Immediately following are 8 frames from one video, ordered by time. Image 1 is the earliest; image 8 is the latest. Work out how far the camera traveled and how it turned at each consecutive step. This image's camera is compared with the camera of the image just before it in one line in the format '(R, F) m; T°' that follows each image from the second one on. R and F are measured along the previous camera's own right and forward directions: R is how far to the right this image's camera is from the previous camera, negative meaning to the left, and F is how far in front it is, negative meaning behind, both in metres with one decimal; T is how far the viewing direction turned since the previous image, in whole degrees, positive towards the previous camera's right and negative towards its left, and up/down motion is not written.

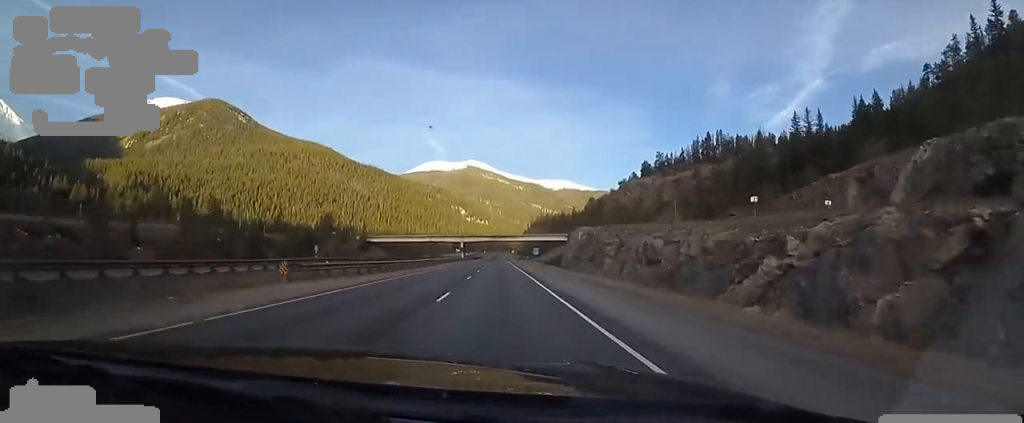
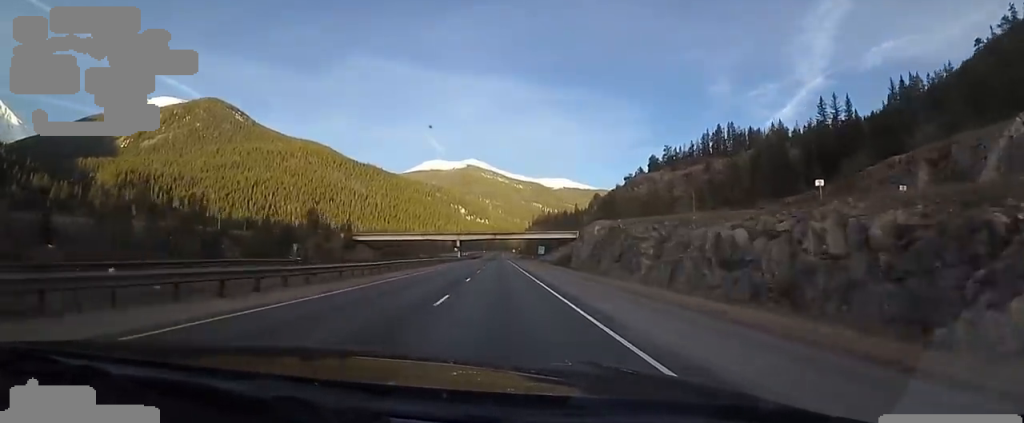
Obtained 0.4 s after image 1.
(-0.1, +13.5) m; 0°
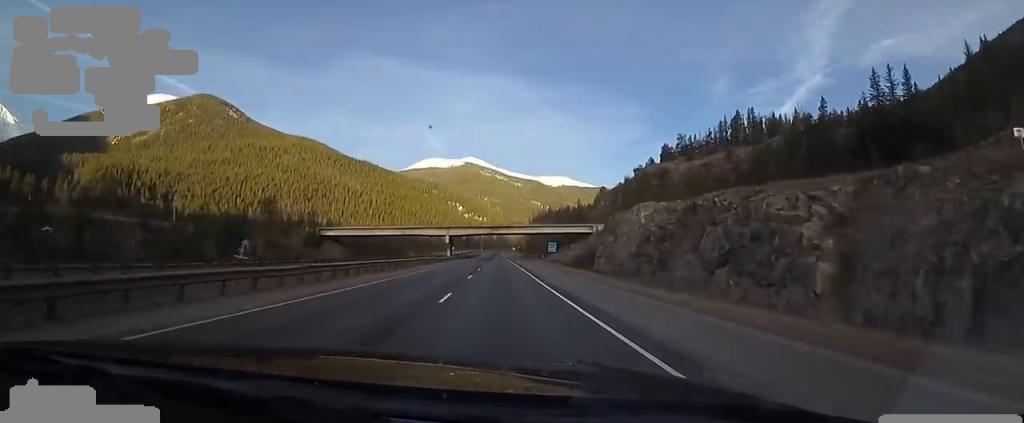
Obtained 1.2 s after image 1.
(+0.2, +23.1) m; 0°
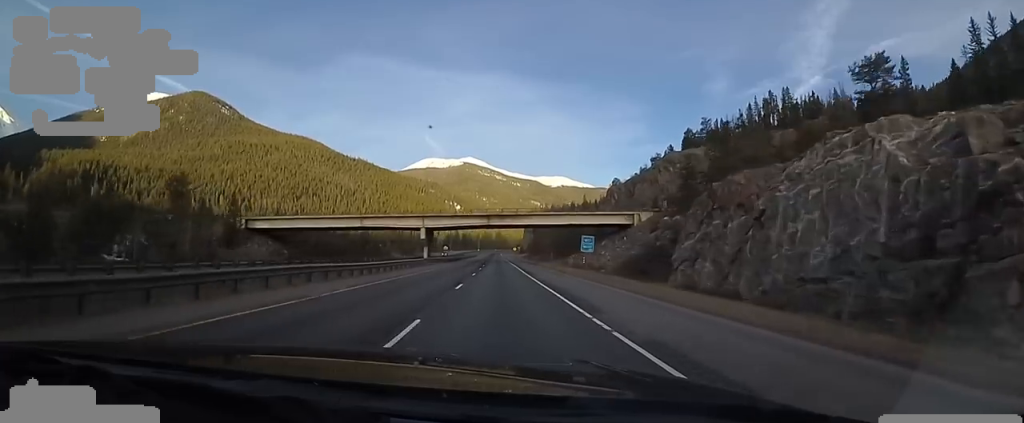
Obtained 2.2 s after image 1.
(+0.1, +31.6) m; +2°
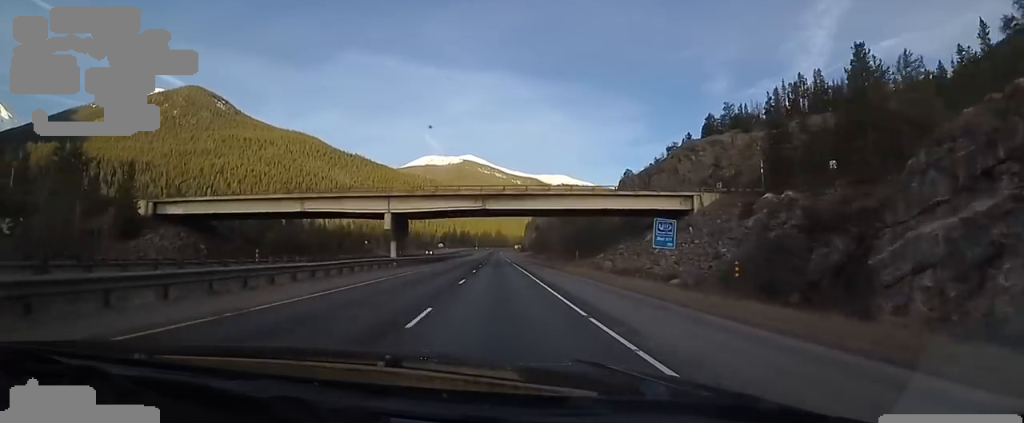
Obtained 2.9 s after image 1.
(+0.6, +22.0) m; 0°
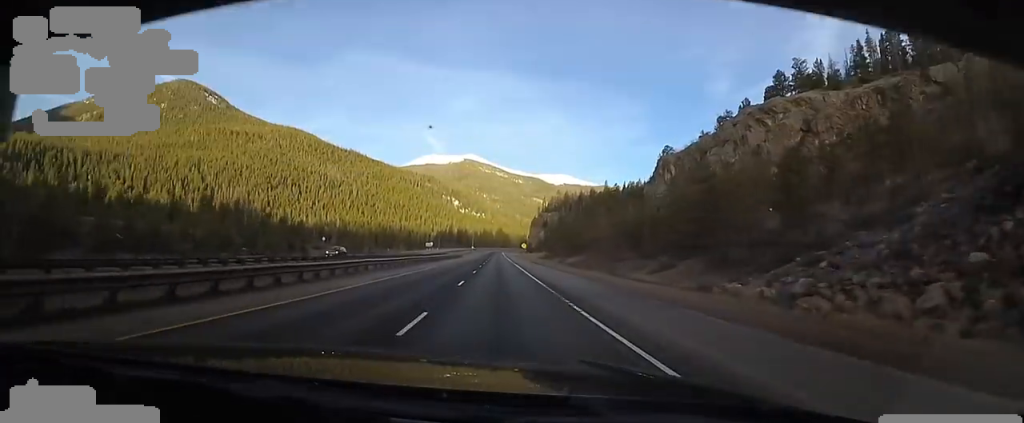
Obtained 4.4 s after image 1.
(-1.2, +48.9) m; -3°
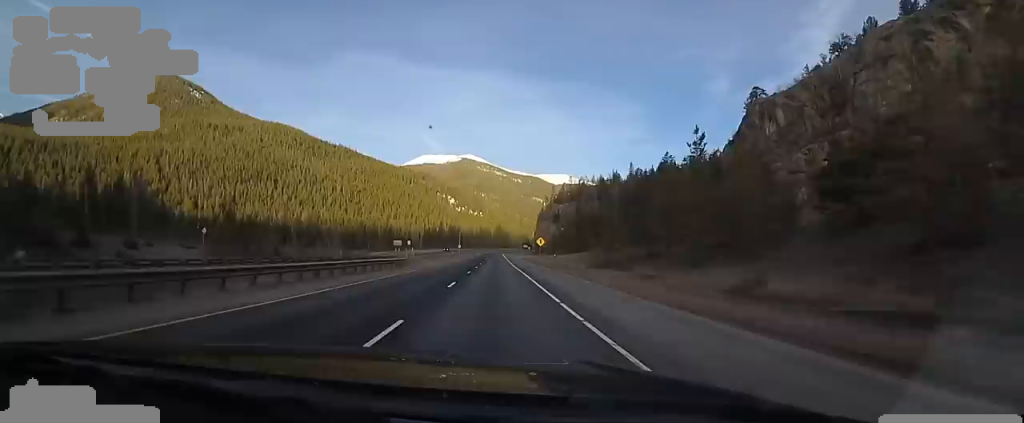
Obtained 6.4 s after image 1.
(+3.3, +61.3) m; +2°
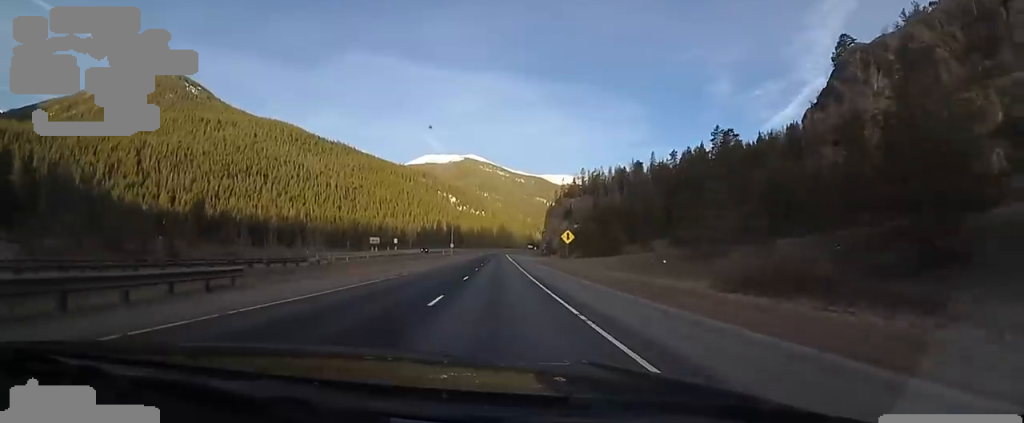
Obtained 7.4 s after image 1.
(-1.7, +30.1) m; -3°
